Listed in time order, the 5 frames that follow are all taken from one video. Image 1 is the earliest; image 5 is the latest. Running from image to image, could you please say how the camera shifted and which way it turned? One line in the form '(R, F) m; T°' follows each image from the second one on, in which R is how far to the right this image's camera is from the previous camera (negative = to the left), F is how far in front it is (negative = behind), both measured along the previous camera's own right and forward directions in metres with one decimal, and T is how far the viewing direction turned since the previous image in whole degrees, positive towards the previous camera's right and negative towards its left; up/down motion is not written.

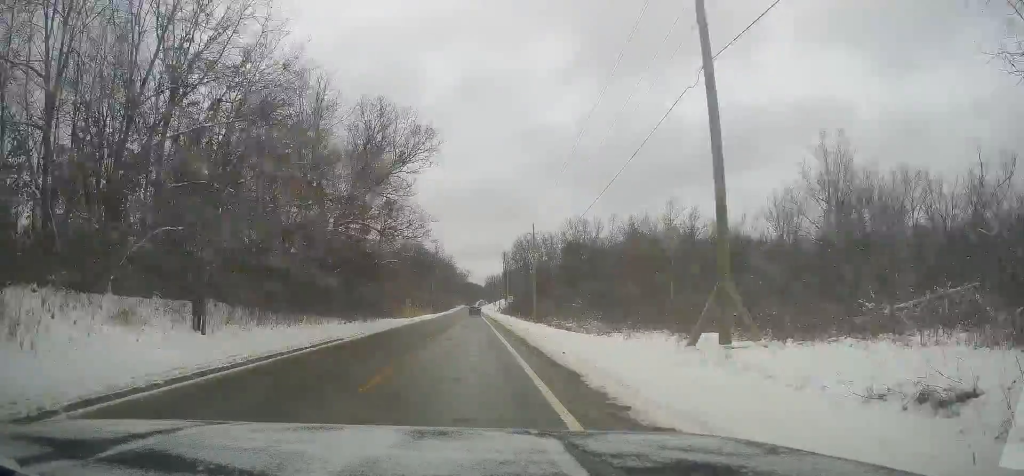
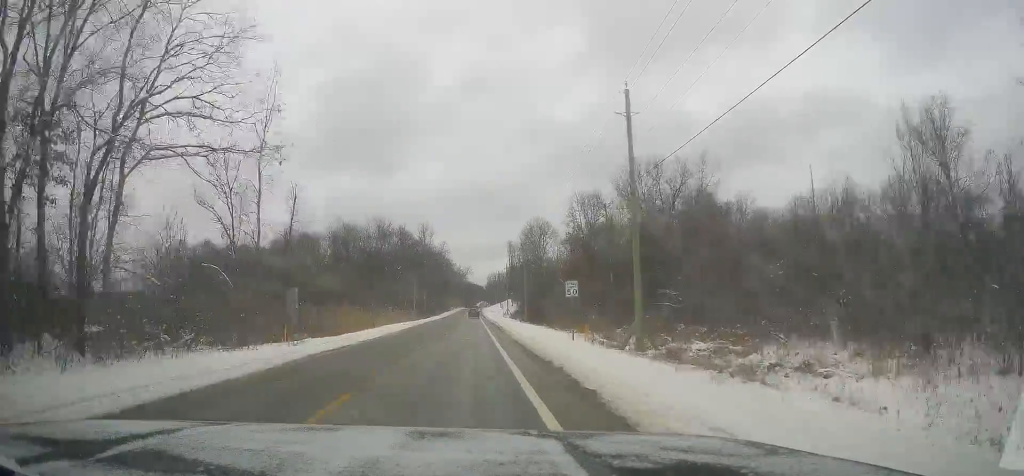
(+0.2, +48.2) m; 0°
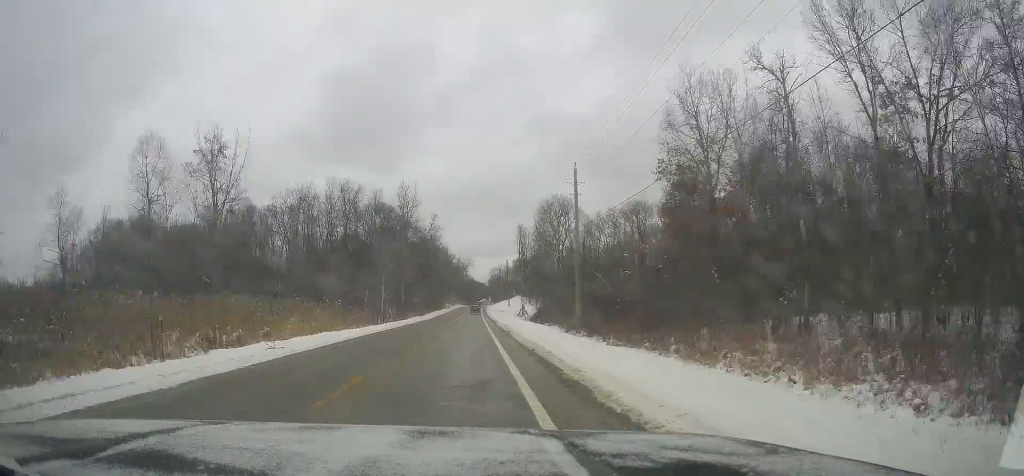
(-0.4, +43.6) m; 0°
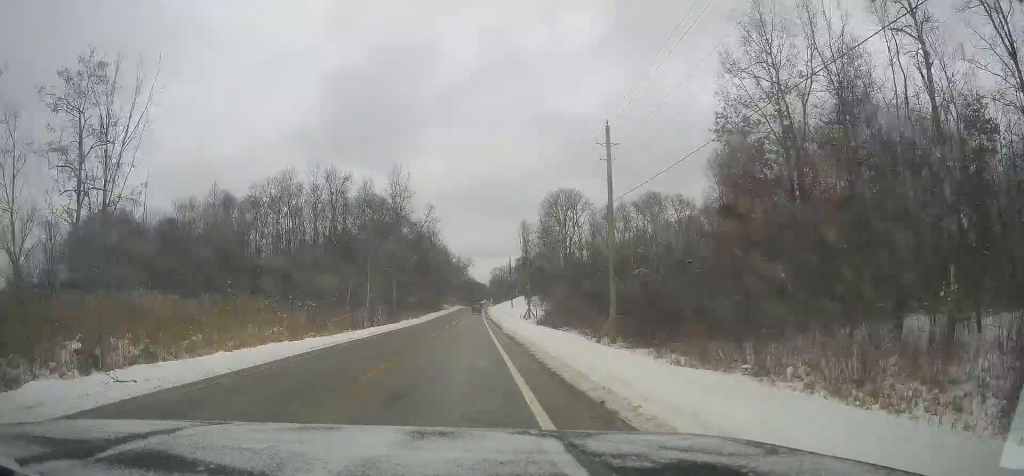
(0.0, +11.2) m; 0°
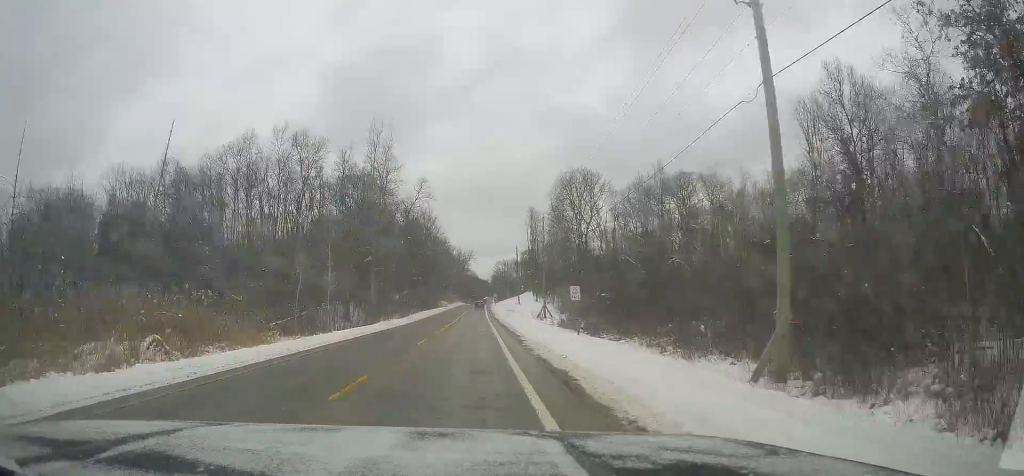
(+0.3, +18.9) m; 0°
